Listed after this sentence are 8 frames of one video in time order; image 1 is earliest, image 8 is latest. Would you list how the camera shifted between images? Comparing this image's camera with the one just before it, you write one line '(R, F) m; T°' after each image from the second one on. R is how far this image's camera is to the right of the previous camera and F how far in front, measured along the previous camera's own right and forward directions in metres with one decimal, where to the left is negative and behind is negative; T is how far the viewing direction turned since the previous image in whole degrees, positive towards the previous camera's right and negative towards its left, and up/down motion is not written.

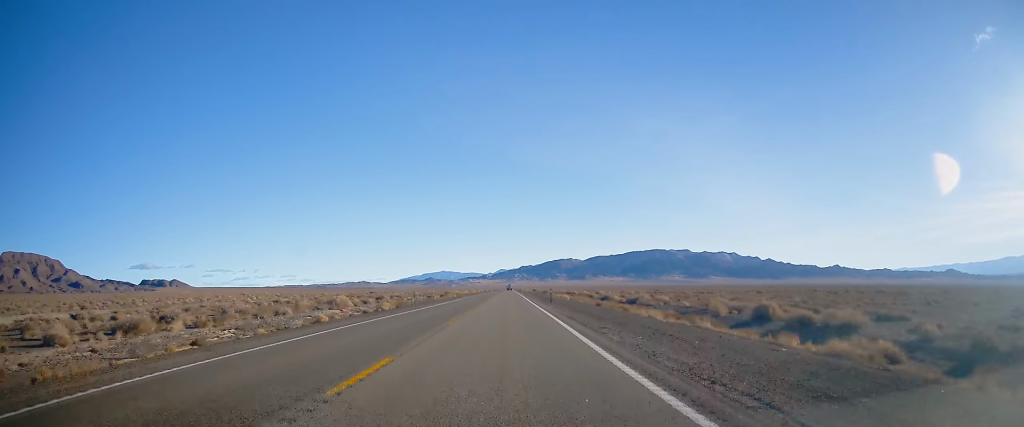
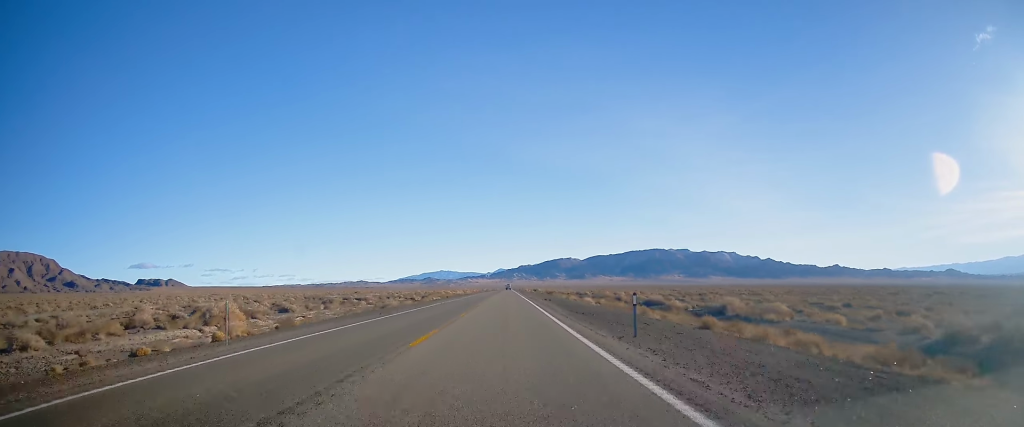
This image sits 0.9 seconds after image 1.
(0.0, +30.8) m; 0°
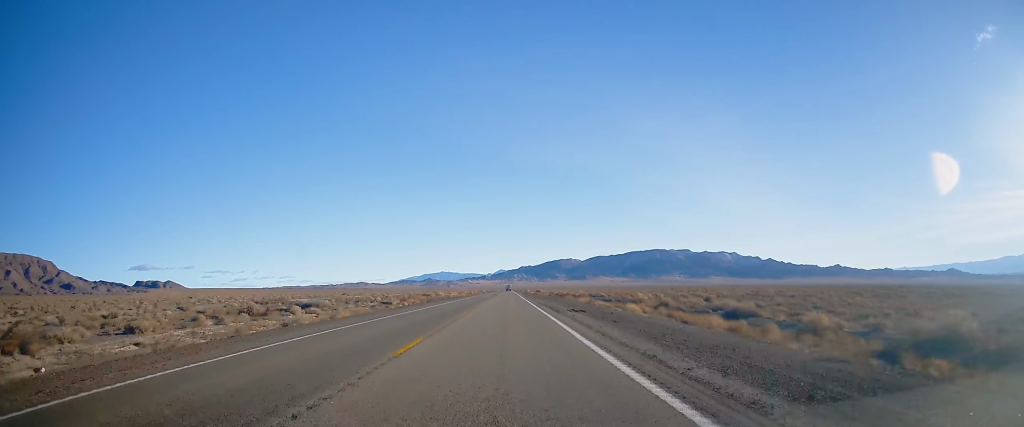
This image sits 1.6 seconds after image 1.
(-0.2, +25.2) m; 0°
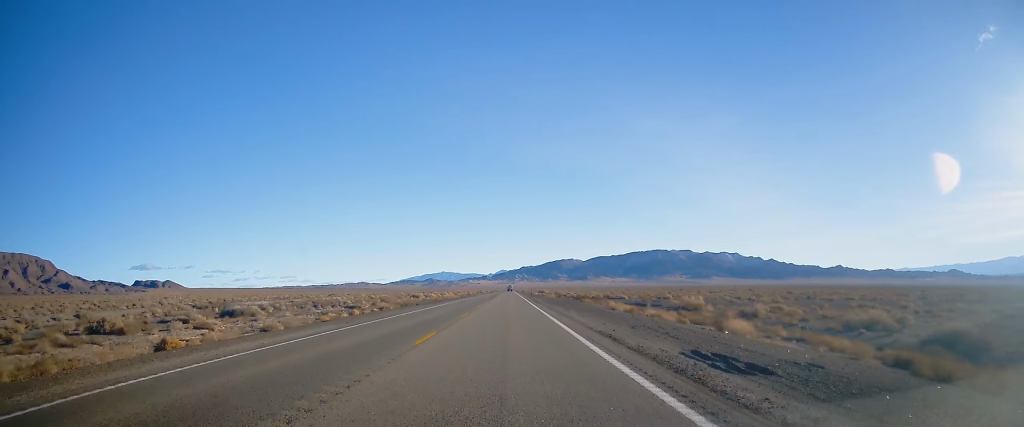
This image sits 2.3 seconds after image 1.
(0.0, +21.9) m; 0°
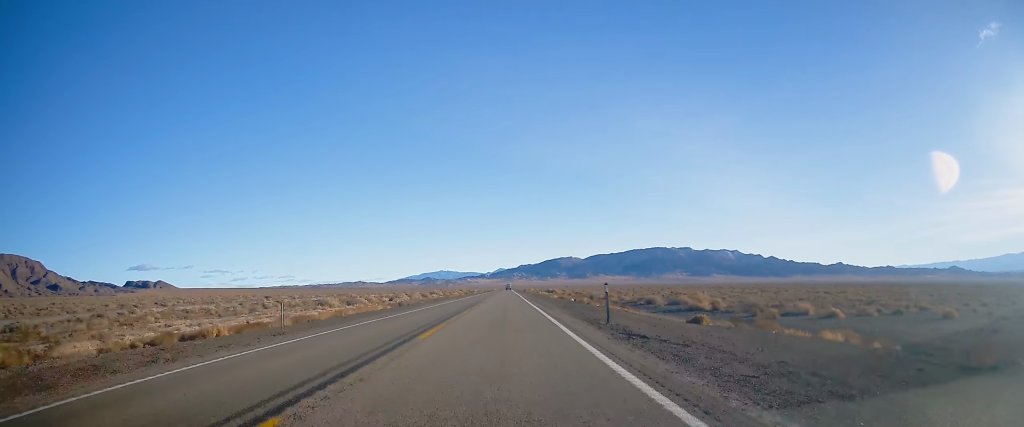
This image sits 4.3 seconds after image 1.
(+0.6, +71.7) m; 0°
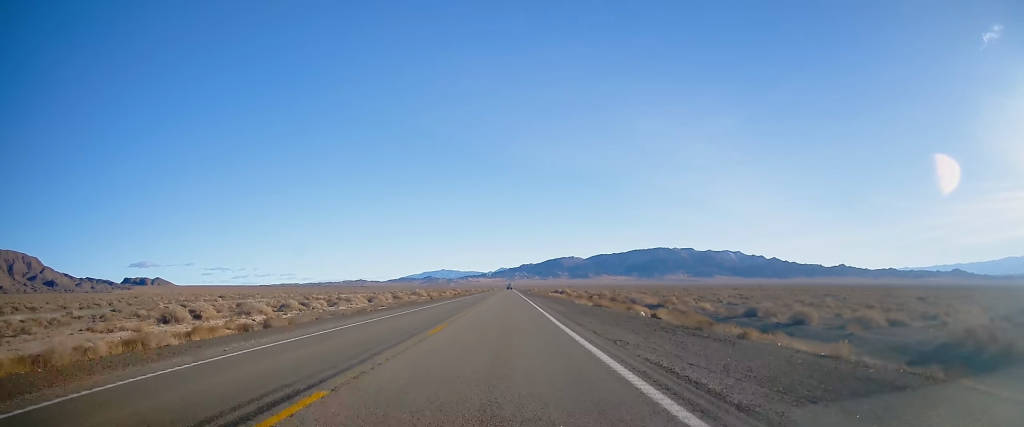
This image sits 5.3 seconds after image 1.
(-0.2, +34.8) m; 0°
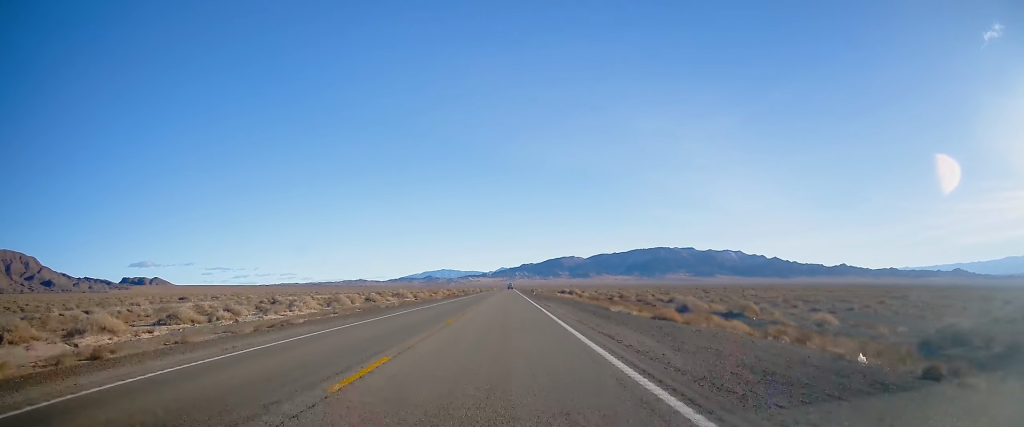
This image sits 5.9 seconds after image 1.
(+0.1, +20.9) m; 0°
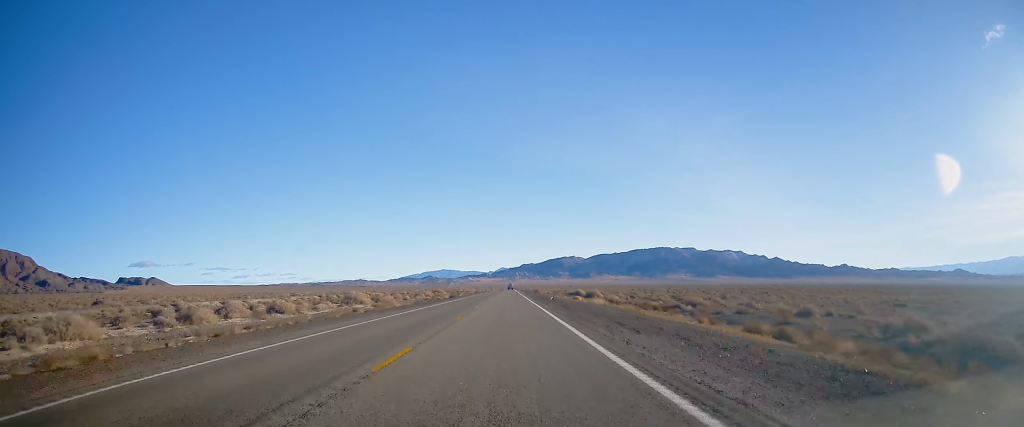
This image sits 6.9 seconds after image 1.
(+0.1, +34.7) m; 0°
